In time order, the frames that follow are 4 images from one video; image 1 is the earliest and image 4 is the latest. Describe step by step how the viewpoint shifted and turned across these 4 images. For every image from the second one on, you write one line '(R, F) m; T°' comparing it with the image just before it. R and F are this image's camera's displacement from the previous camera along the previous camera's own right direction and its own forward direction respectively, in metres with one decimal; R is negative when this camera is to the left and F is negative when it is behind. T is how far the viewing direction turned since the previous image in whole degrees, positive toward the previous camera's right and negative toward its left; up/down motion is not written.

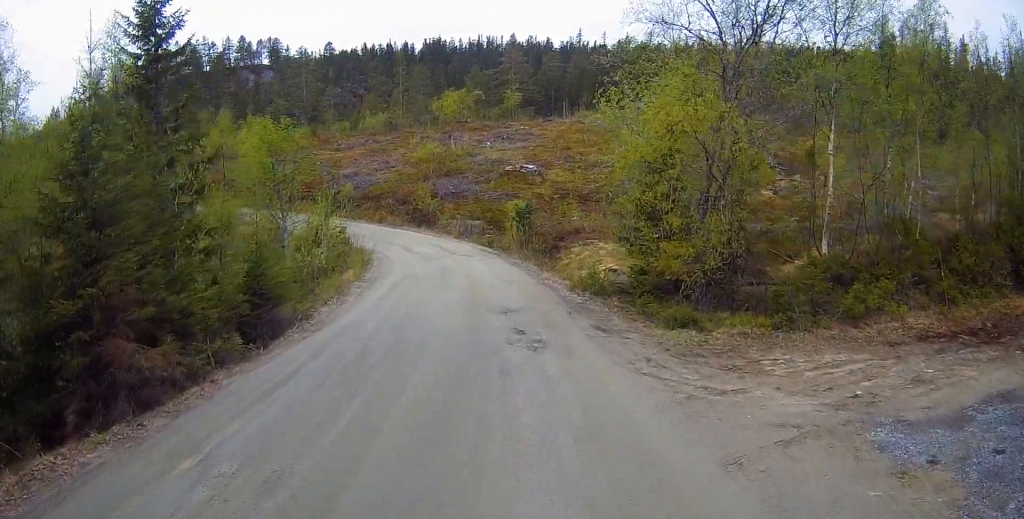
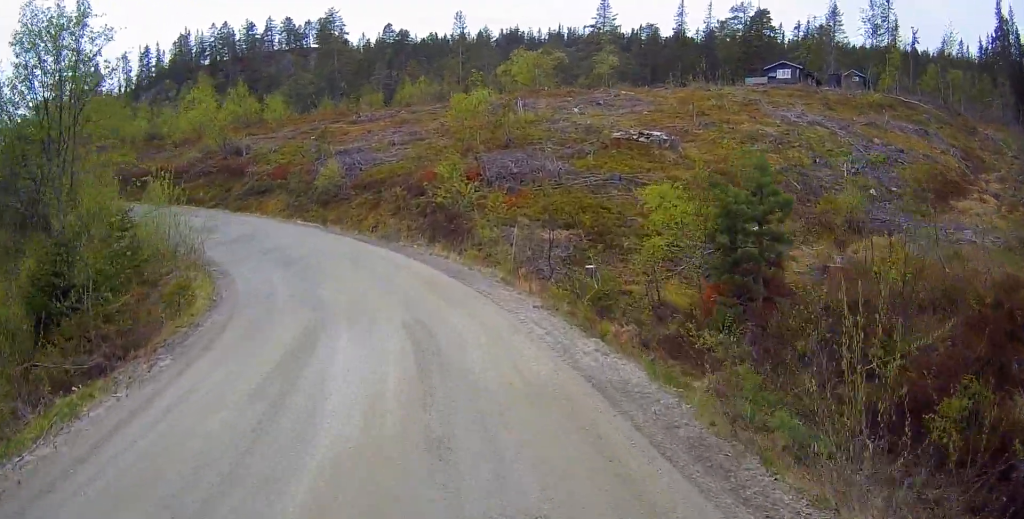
(-0.7, +25.2) m; -7°
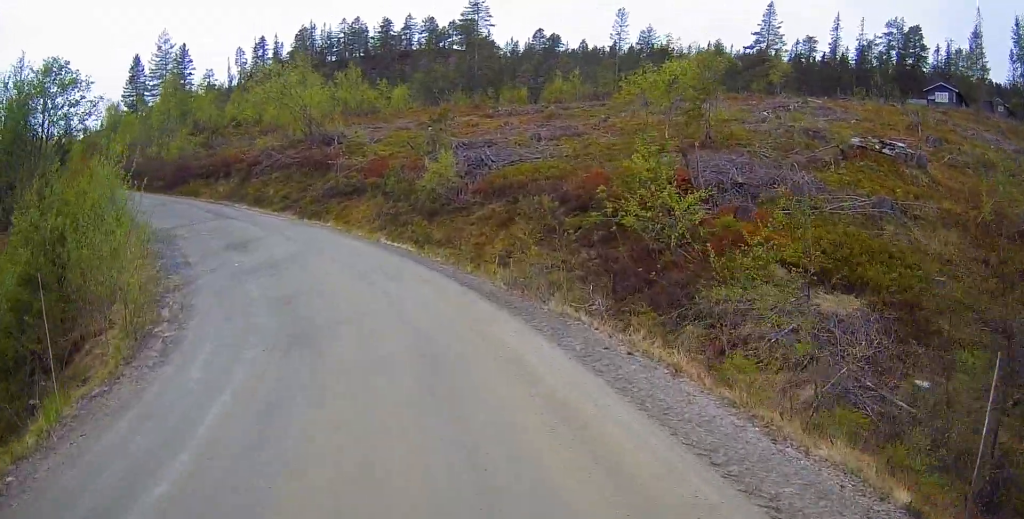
(-0.7, +10.9) m; -12°
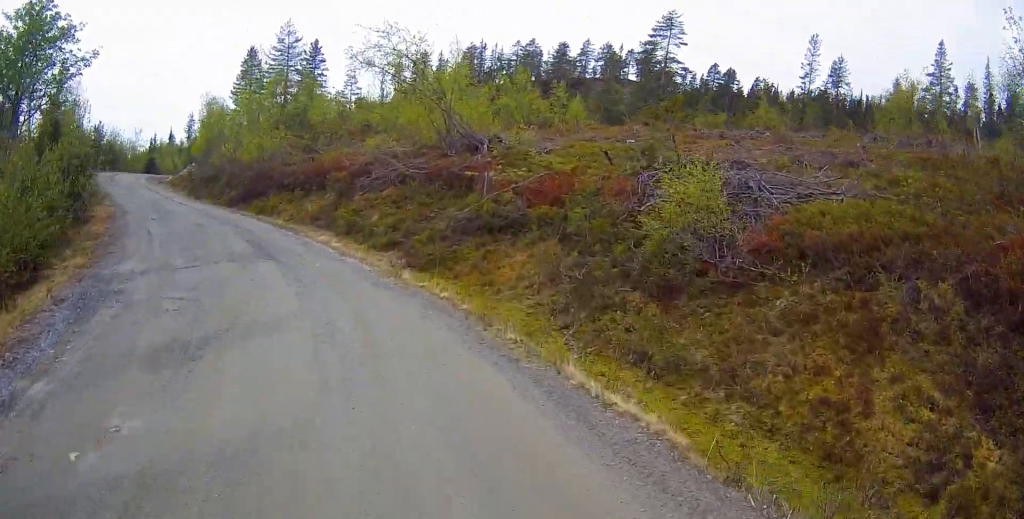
(-1.8, +11.7) m; -13°
